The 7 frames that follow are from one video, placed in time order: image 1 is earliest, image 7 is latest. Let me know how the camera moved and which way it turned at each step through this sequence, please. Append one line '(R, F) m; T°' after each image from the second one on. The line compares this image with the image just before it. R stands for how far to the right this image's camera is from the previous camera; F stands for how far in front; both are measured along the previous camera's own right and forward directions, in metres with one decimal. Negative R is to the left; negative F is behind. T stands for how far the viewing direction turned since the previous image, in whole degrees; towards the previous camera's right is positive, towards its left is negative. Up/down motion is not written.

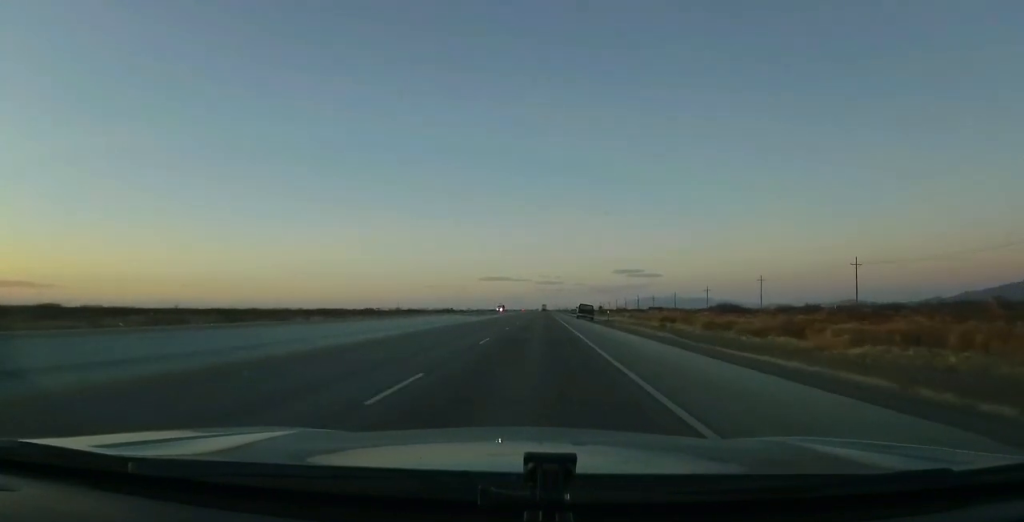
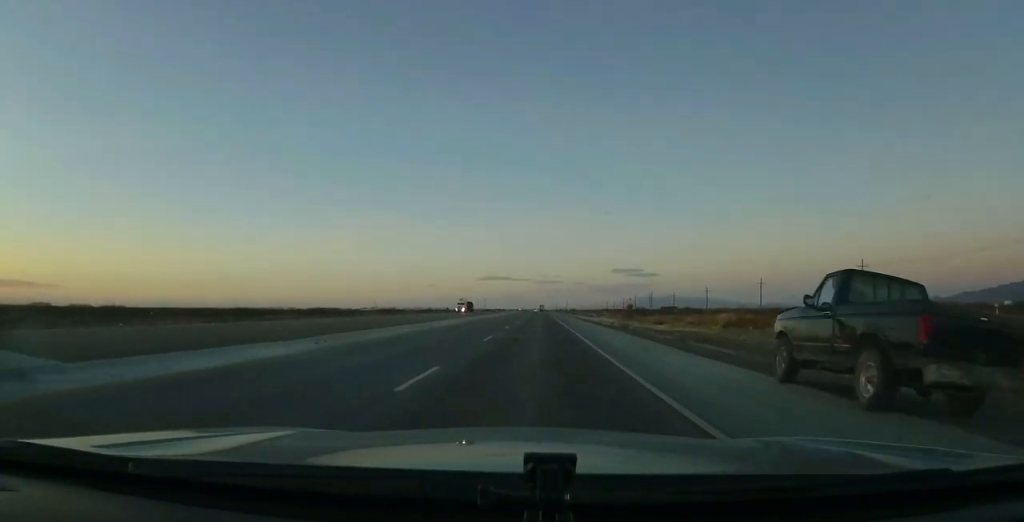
(0.0, +59.6) m; 0°
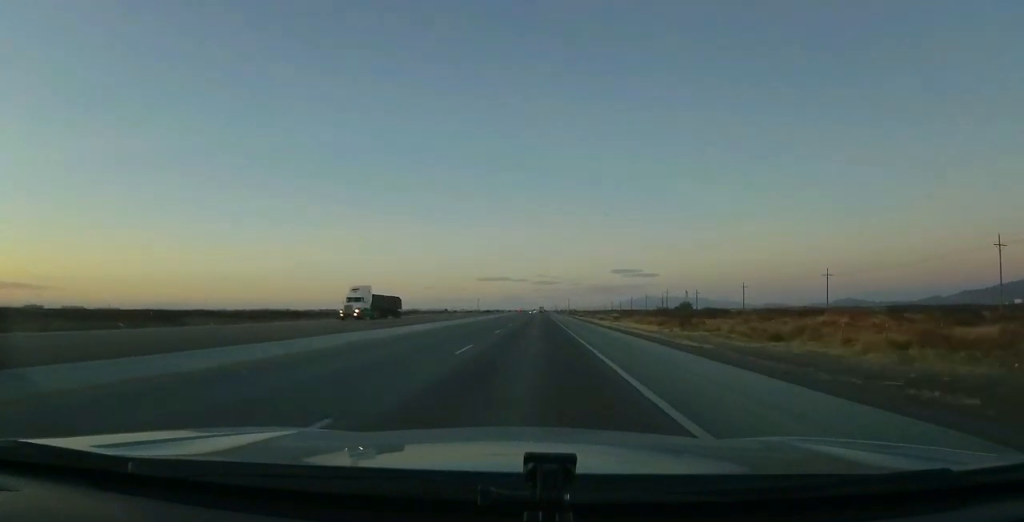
(+0.5, +41.9) m; +1°
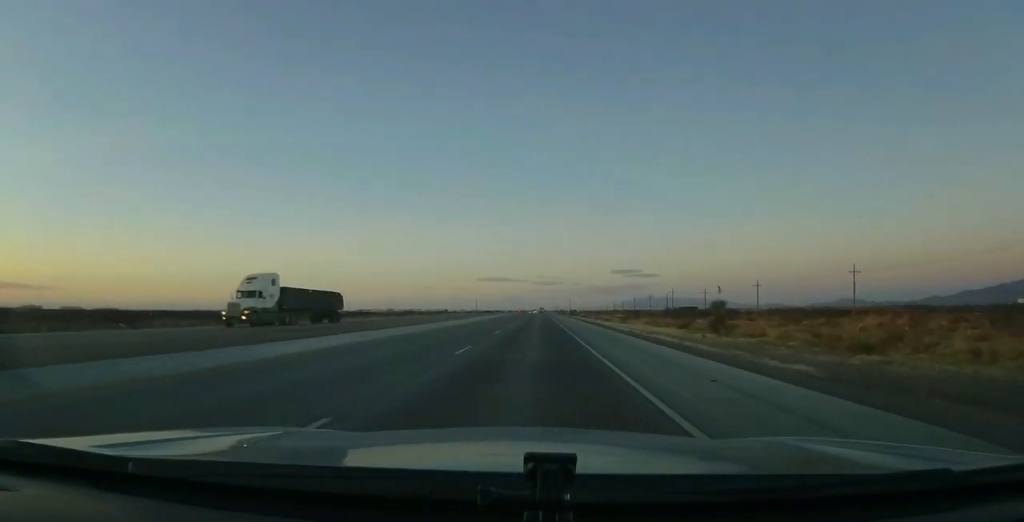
(0.0, +12.1) m; 0°
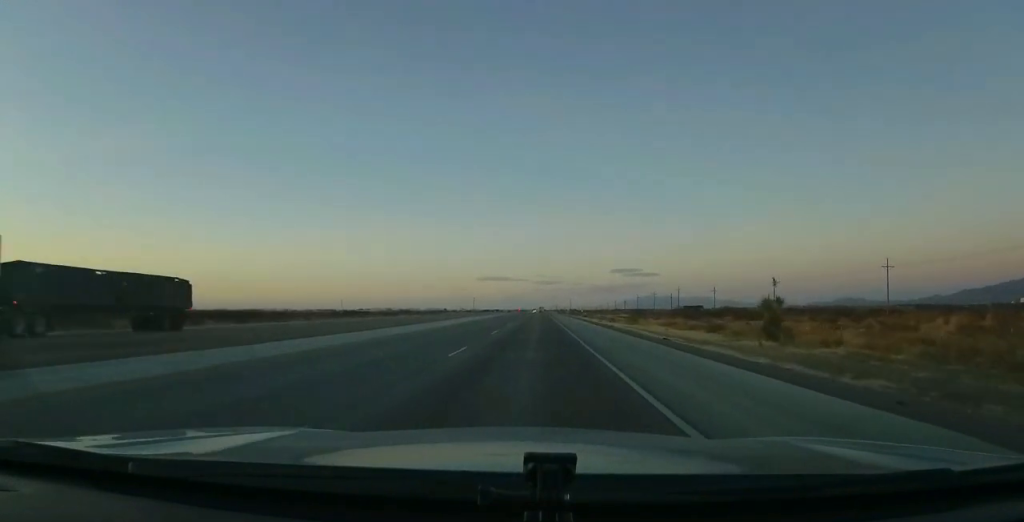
(-0.2, +13.1) m; 0°
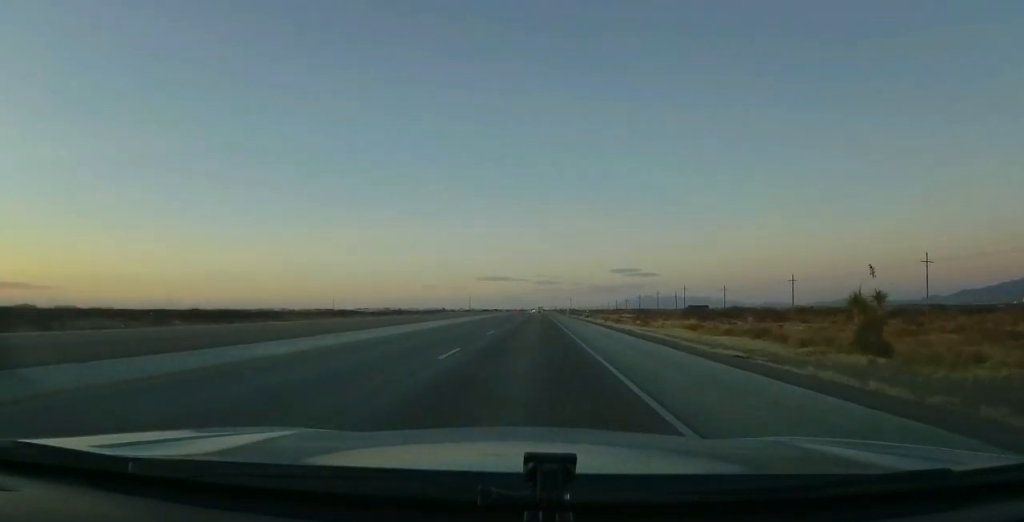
(-0.1, +13.0) m; 0°
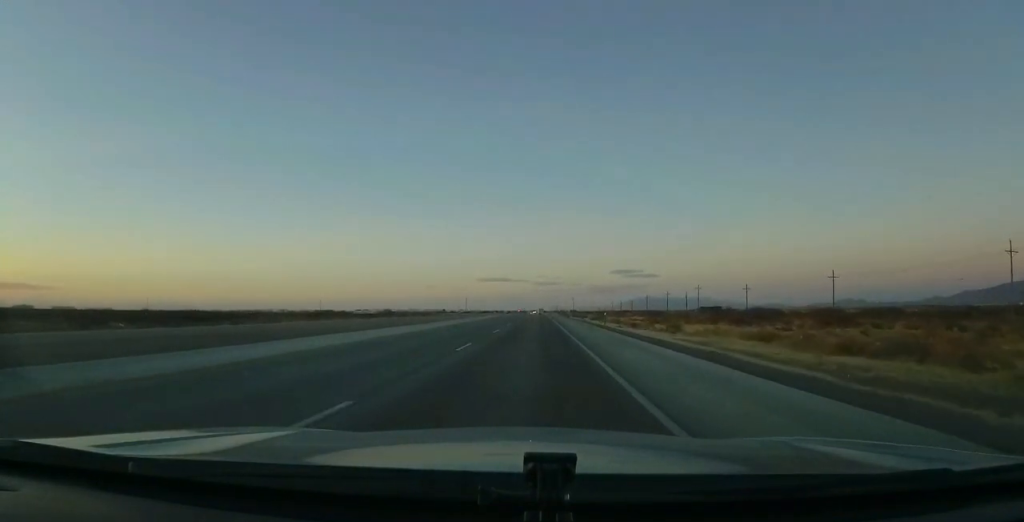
(0.0, +21.3) m; +1°
